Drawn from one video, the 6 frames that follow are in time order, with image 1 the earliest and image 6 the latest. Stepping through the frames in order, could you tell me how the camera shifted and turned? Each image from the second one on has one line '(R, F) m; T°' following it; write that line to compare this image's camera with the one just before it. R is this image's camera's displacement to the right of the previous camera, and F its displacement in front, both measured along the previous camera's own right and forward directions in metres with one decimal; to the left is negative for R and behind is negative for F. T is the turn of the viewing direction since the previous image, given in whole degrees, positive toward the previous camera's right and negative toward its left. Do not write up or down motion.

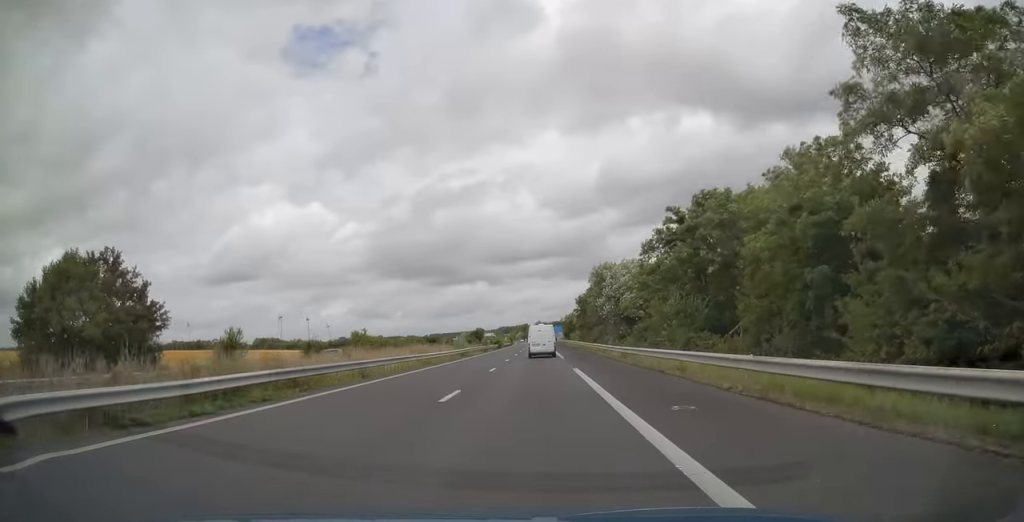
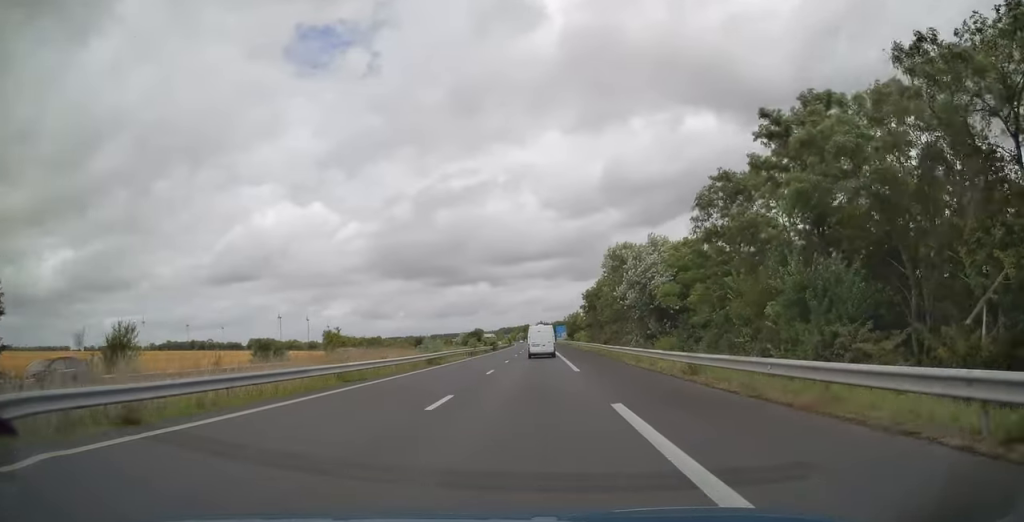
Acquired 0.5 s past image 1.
(0.0, +14.5) m; 0°
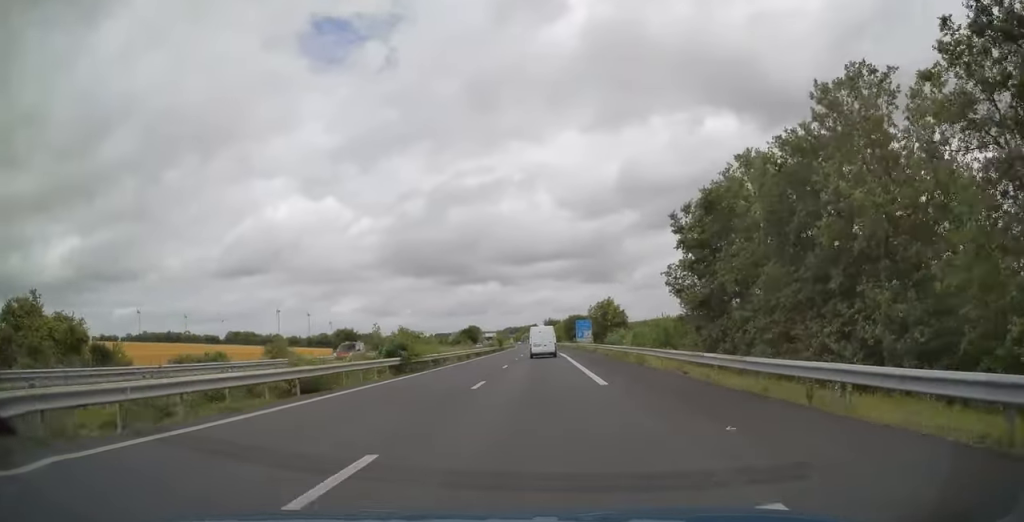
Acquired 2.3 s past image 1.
(-0.5, +60.1) m; -1°
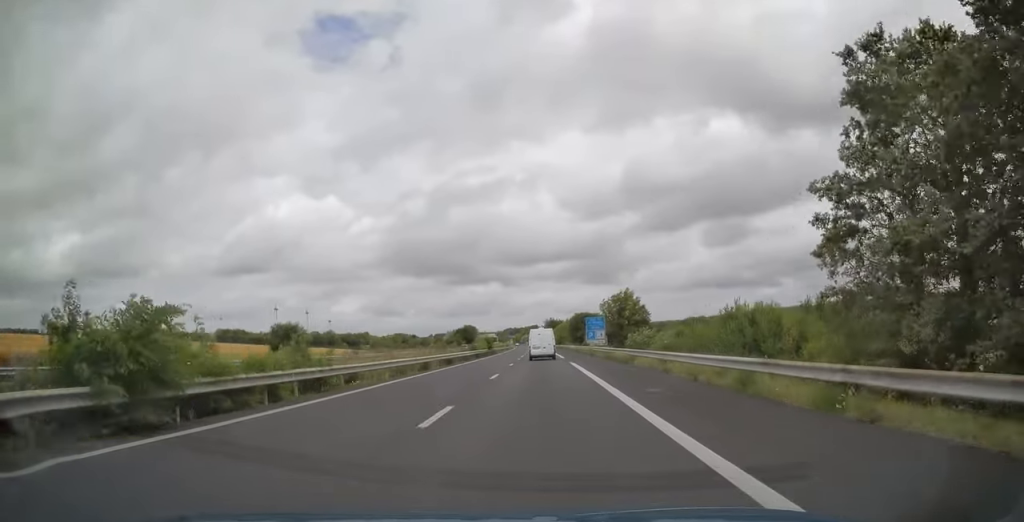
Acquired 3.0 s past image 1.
(-0.1, +20.4) m; 0°
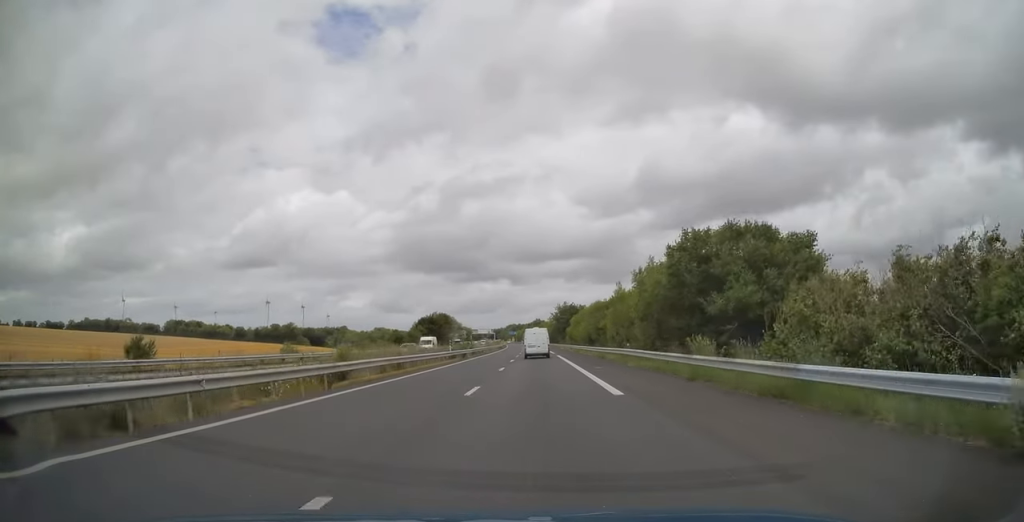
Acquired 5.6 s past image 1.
(-0.4, +86.0) m; -1°
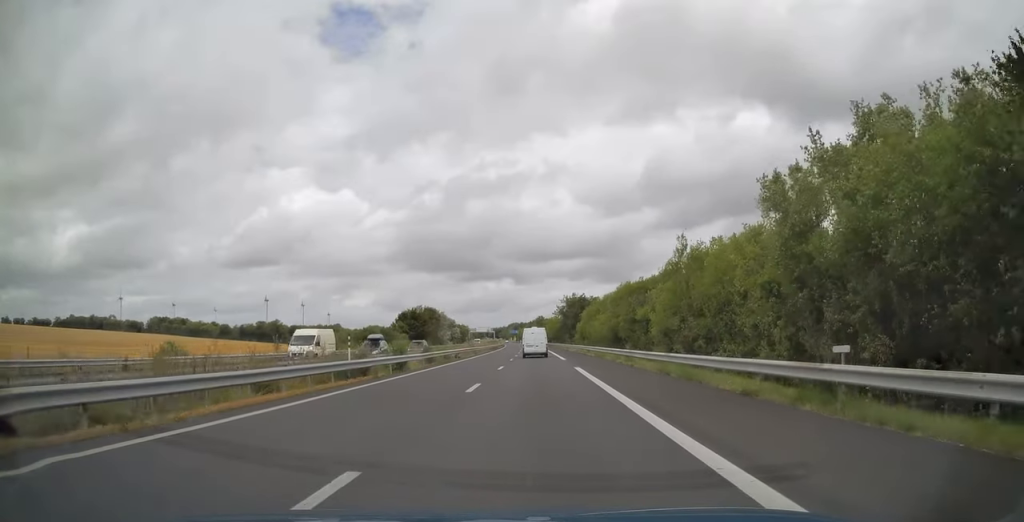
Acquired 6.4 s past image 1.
(0.0, +25.2) m; 0°
